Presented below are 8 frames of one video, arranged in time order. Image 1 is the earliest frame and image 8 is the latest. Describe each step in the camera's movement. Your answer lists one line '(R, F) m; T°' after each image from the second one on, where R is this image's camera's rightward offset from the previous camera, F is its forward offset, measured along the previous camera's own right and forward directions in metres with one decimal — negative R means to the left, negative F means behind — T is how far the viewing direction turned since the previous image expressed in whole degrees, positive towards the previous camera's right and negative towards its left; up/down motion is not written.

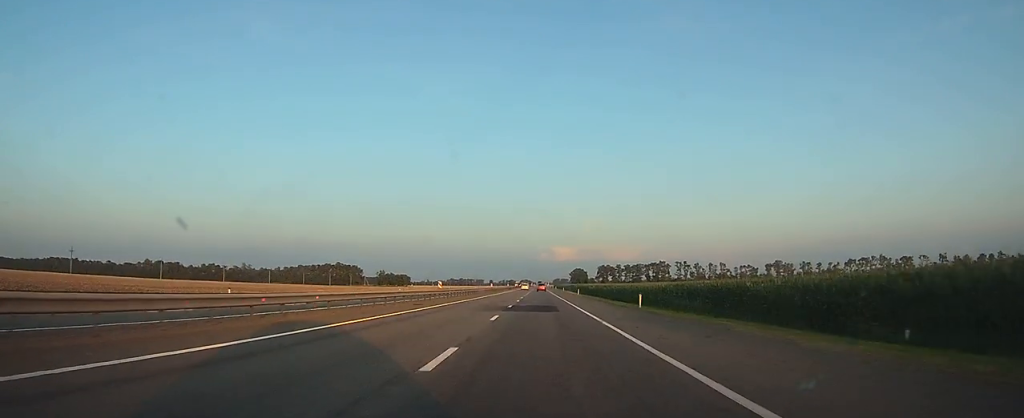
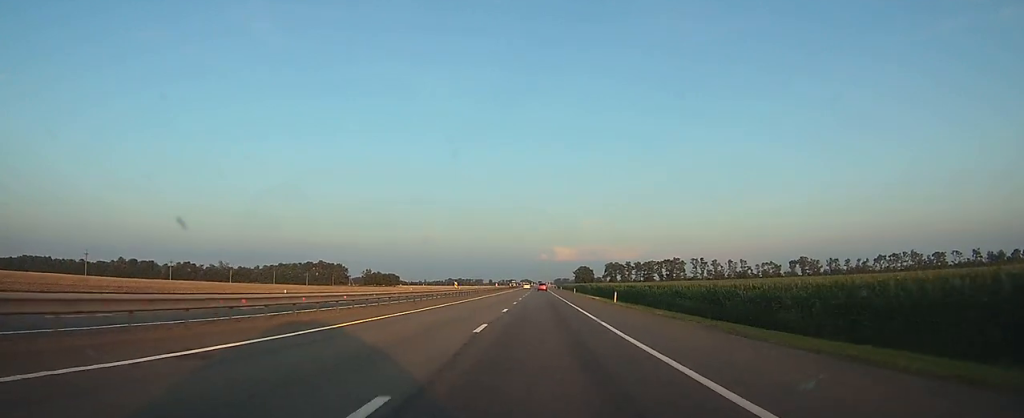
(0.0, +41.2) m; 0°
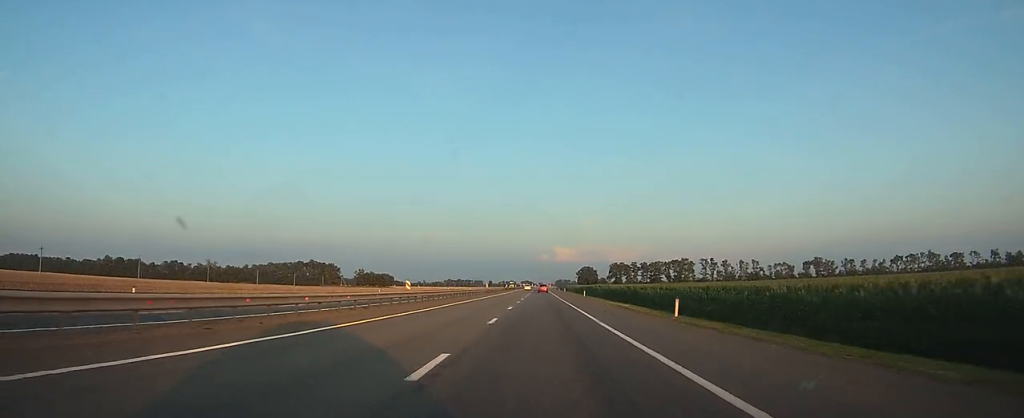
(0.0, +19.9) m; 0°
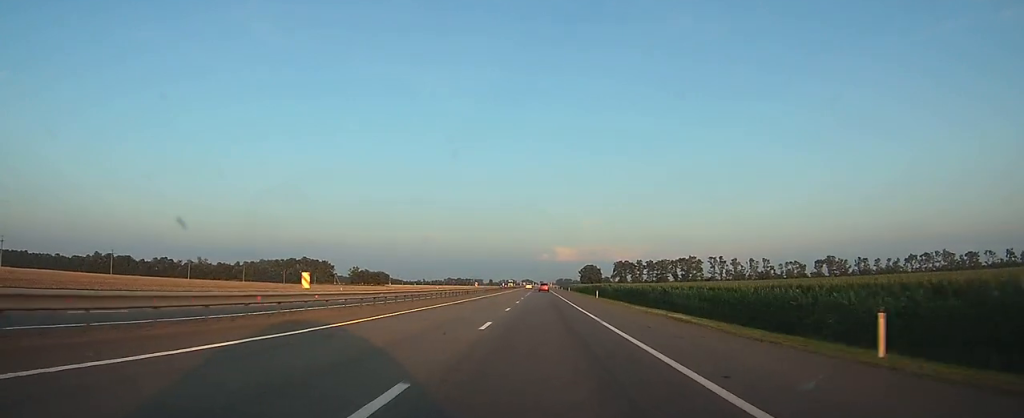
(0.0, +15.5) m; 0°
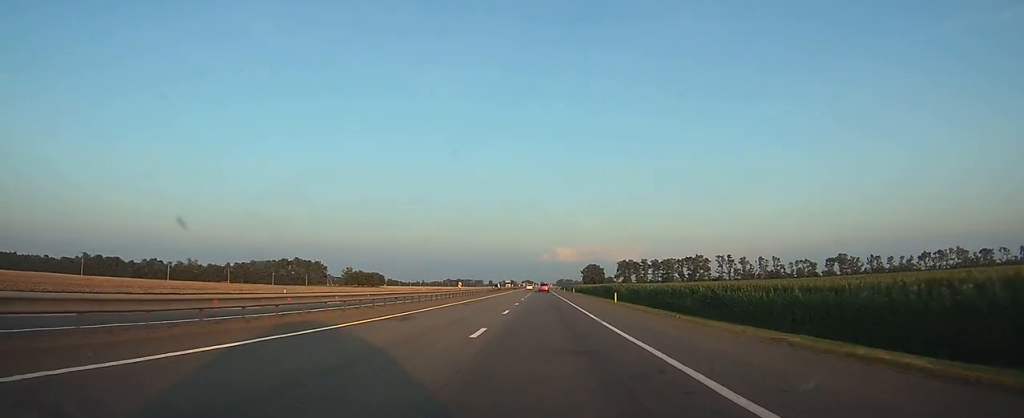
(0.0, +14.4) m; 0°
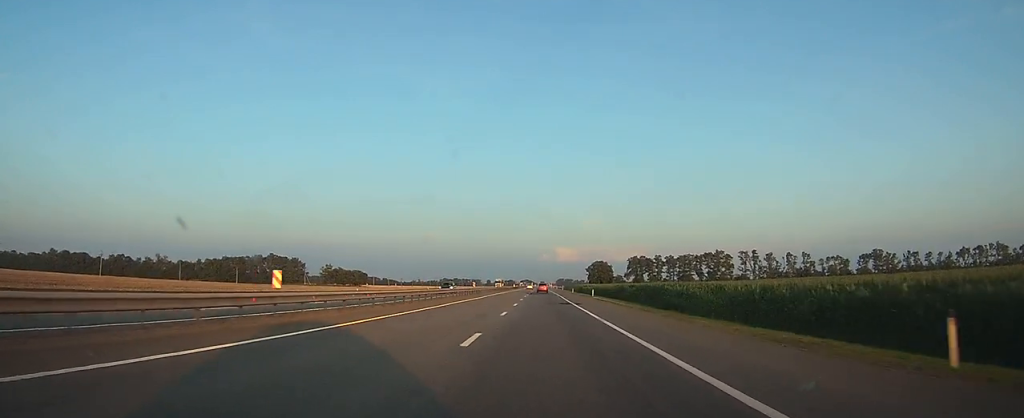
(-0.1, +38.4) m; 0°
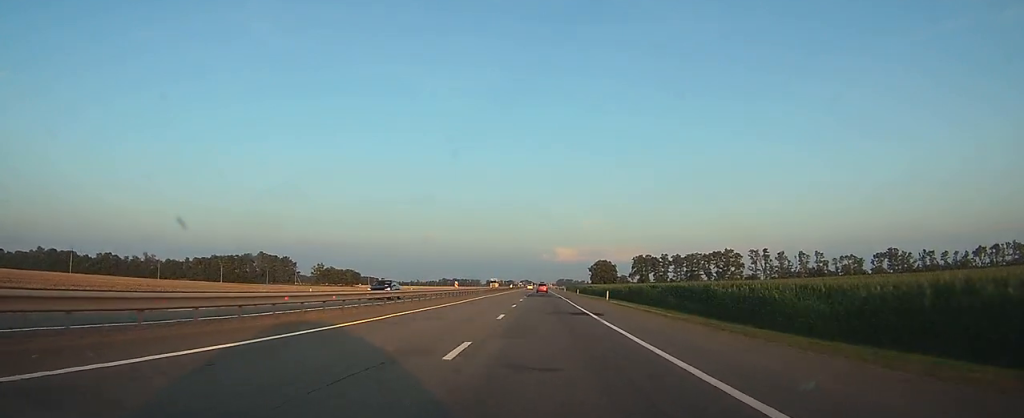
(0.0, +14.1) m; 0°
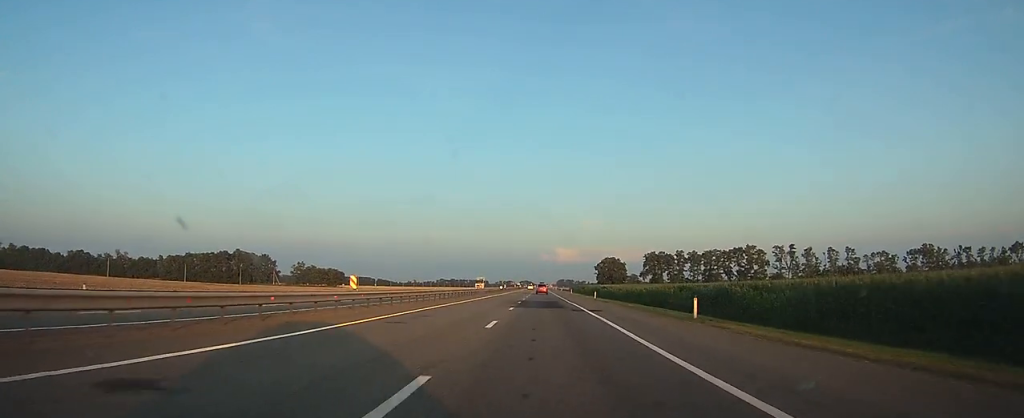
(0.0, +29.2) m; 0°
